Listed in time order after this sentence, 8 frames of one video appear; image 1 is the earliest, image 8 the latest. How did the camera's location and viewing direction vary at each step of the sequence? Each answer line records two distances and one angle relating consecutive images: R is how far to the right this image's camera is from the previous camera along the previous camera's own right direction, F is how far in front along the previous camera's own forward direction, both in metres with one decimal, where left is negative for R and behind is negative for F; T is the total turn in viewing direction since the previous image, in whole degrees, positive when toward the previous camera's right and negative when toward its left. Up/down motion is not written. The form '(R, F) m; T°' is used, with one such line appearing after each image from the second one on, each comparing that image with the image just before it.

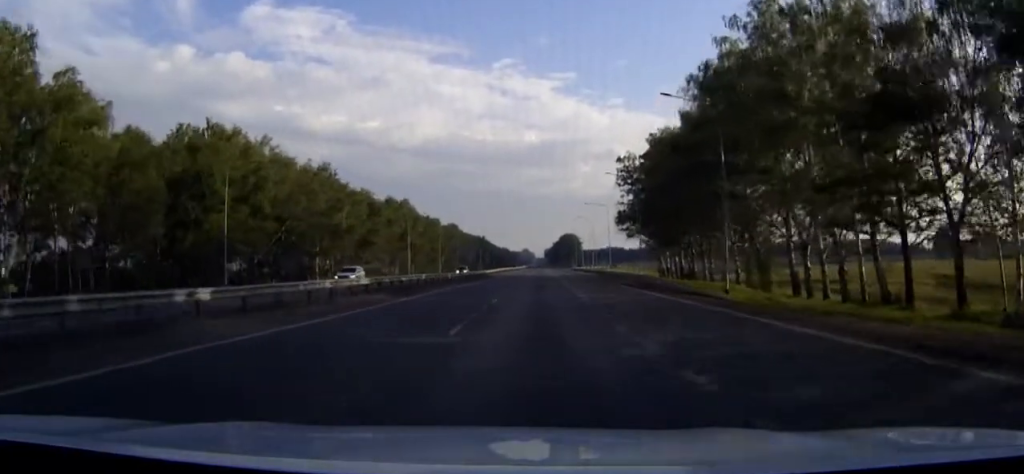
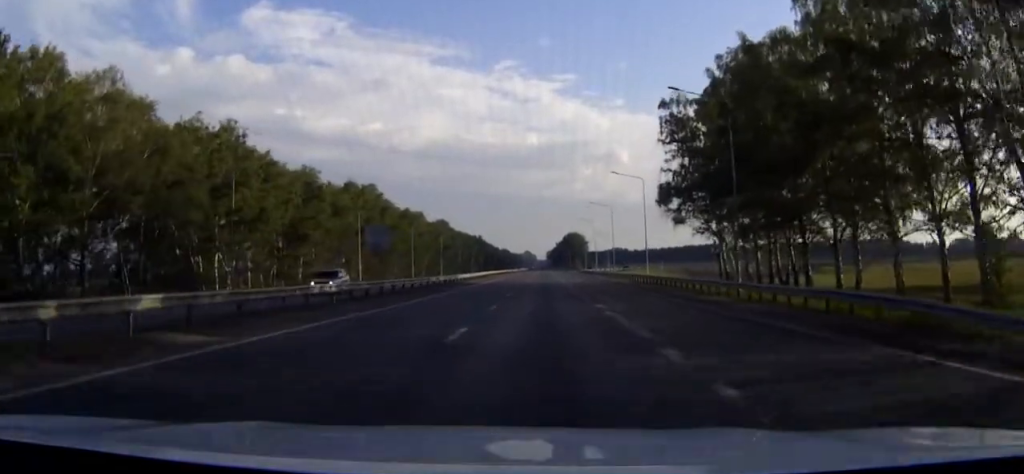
(0.0, +38.1) m; 0°
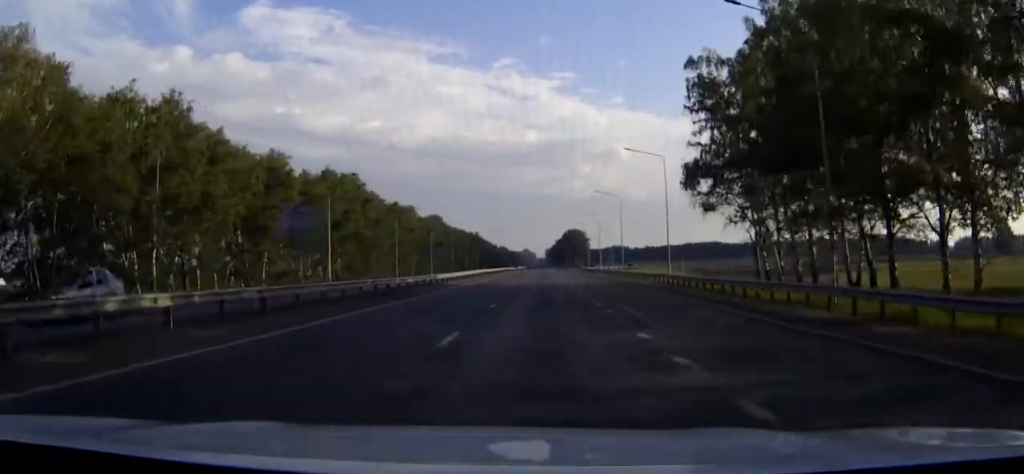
(0.0, +13.6) m; 0°
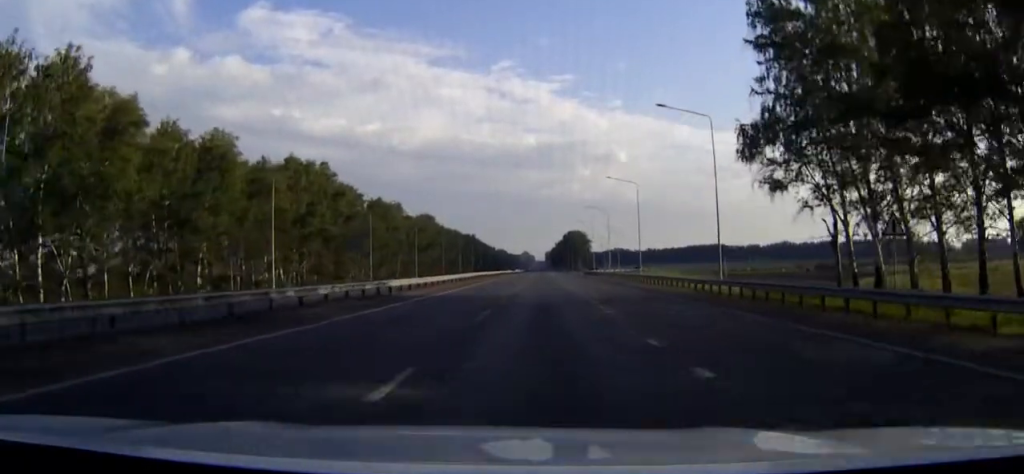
(0.0, +17.0) m; 0°
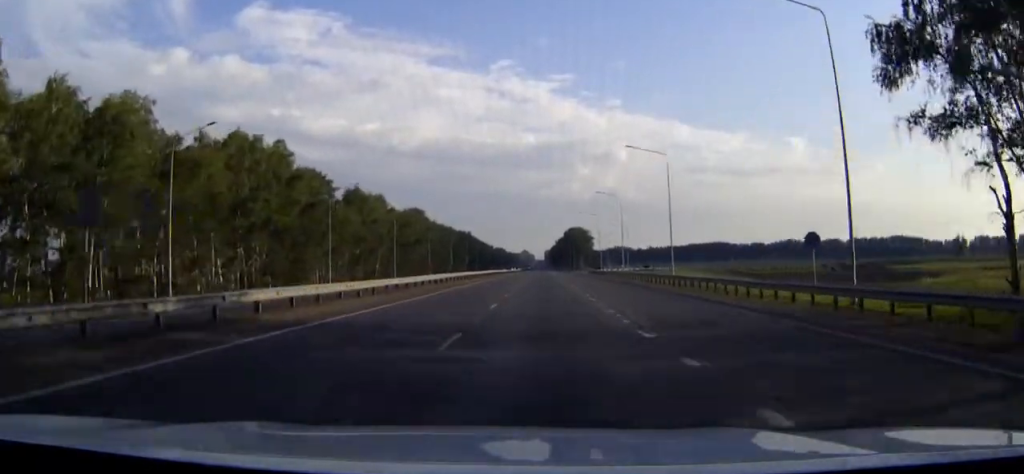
(0.0, +16.9) m; 0°
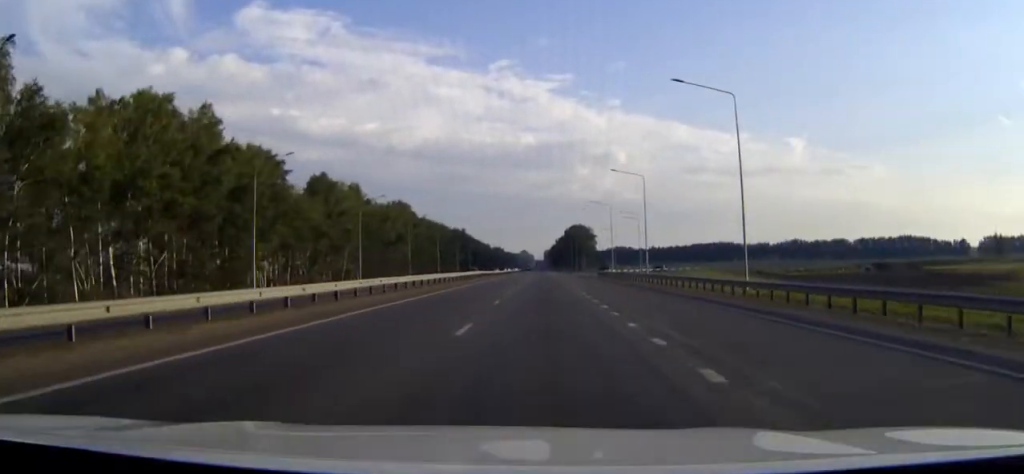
(0.0, +19.3) m; 0°
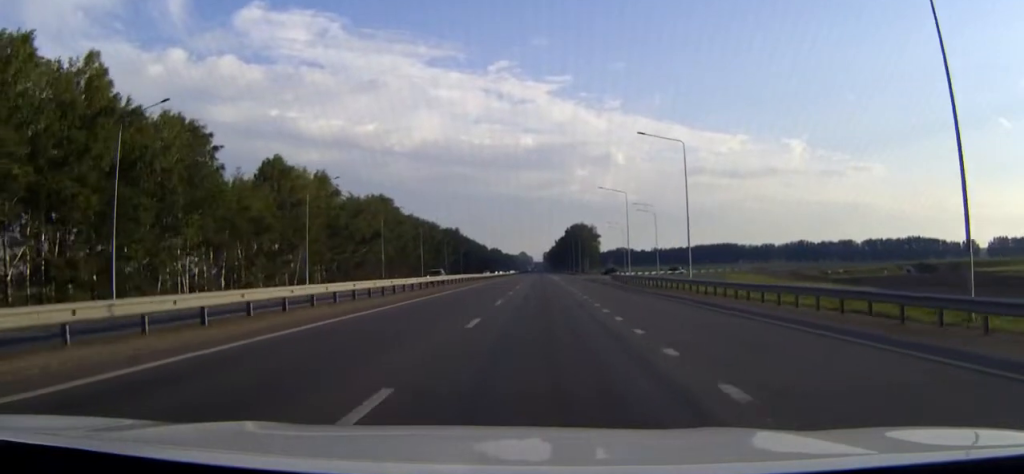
(0.0, +19.9) m; 0°
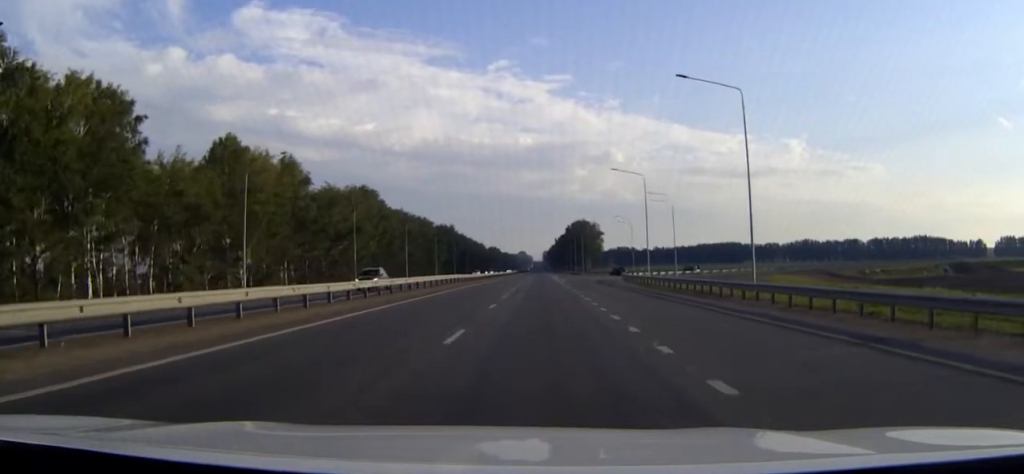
(-0.1, +15.1) m; 0°
